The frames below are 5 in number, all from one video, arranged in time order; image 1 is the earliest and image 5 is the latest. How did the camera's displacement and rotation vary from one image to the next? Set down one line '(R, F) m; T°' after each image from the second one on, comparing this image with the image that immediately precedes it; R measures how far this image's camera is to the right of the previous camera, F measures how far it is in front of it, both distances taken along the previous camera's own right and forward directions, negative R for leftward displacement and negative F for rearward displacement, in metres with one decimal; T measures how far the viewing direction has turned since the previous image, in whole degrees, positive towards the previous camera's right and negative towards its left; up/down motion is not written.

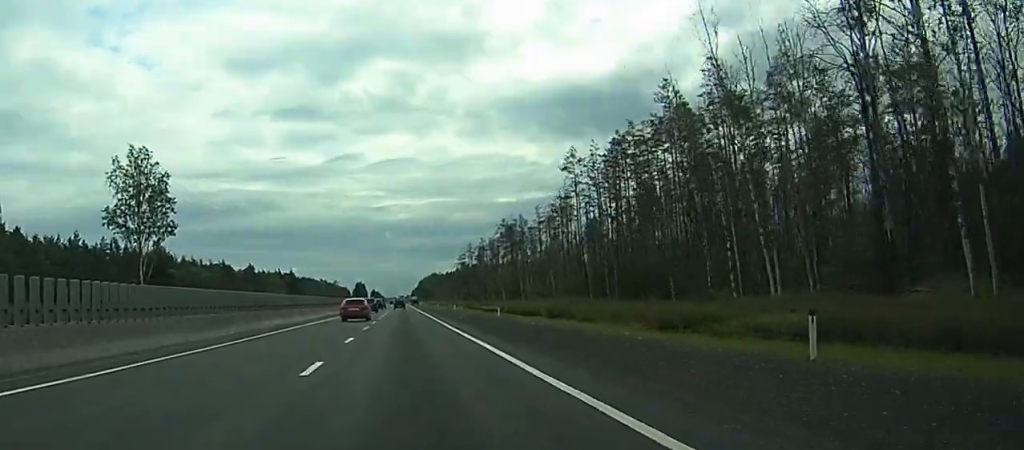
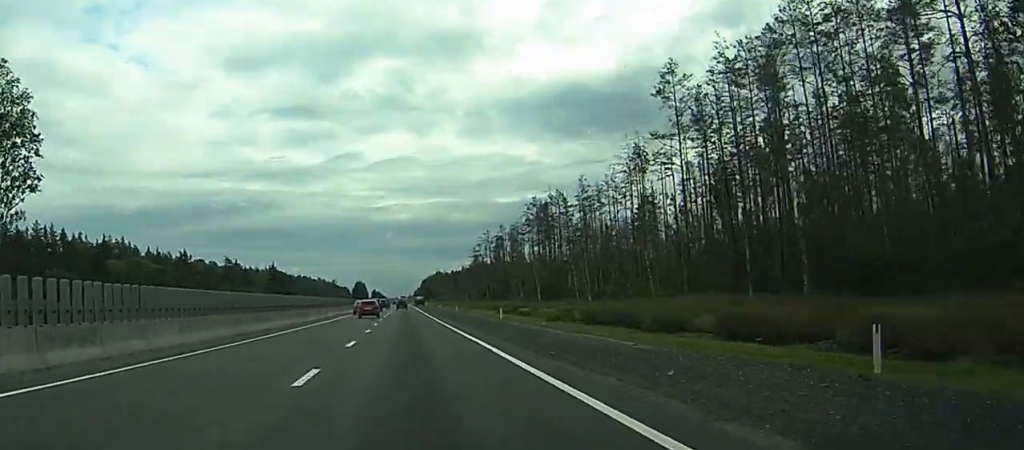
(+1.8, +48.8) m; +2°
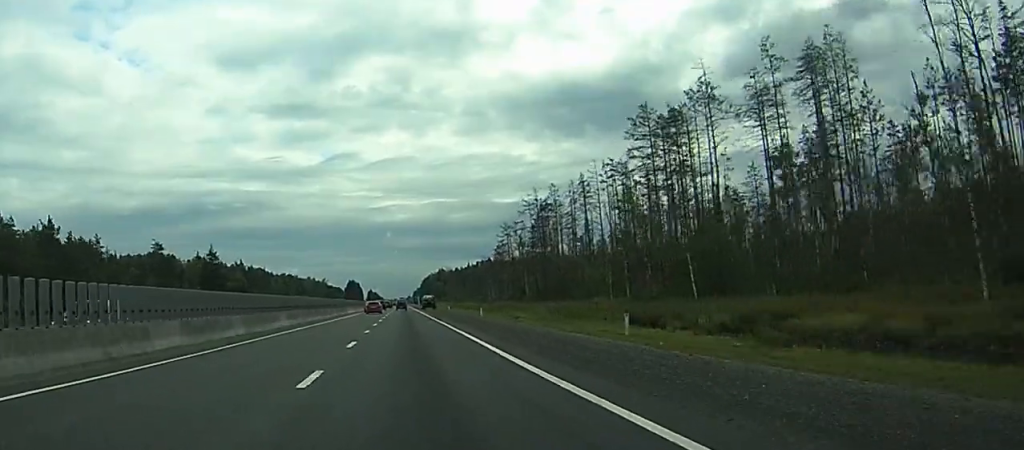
(+0.5, +83.1) m; 0°
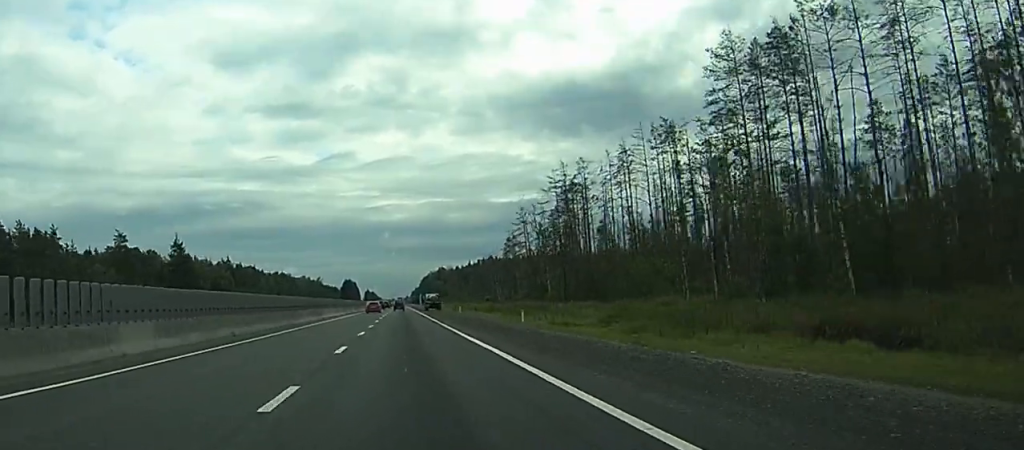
(0.0, +26.7) m; 0°
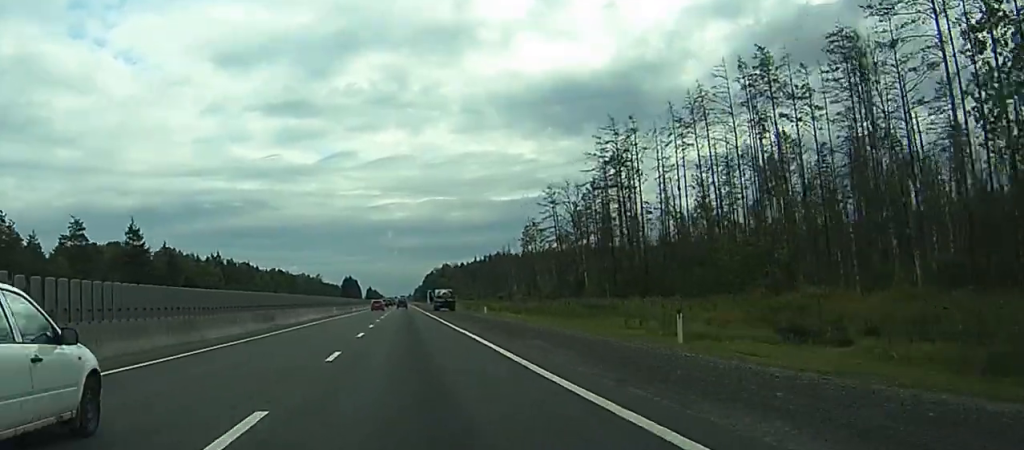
(+0.1, +27.7) m; 0°
